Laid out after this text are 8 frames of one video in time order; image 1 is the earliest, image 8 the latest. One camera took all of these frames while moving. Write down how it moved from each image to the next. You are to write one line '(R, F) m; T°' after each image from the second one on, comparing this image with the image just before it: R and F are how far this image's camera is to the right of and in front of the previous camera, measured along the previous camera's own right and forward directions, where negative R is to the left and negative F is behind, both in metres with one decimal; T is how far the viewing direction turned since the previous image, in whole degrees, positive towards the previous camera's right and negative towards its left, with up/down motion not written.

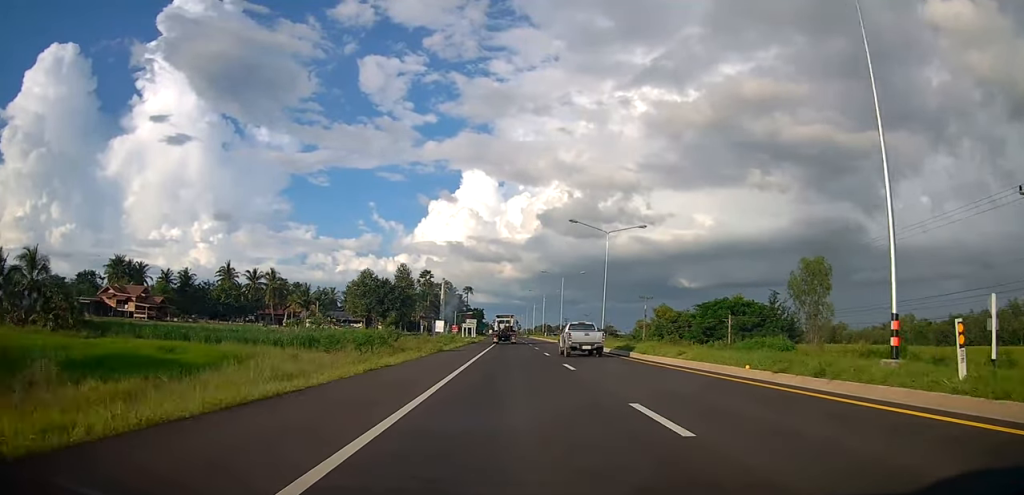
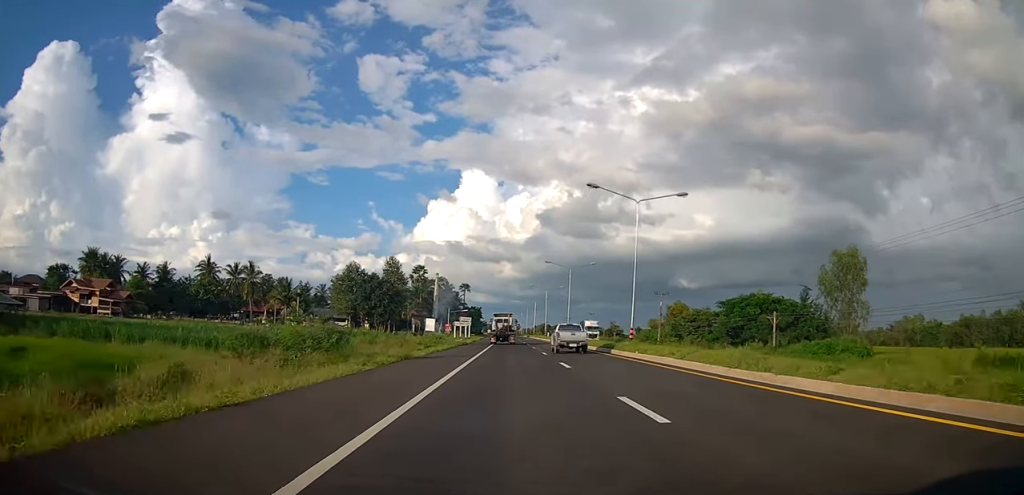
(0.0, +11.0) m; 0°
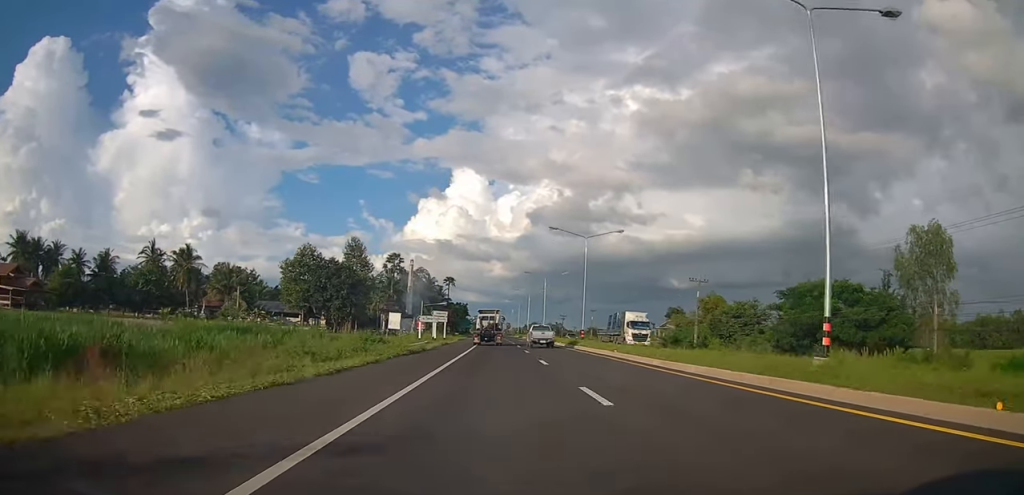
(0.0, +22.1) m; 0°
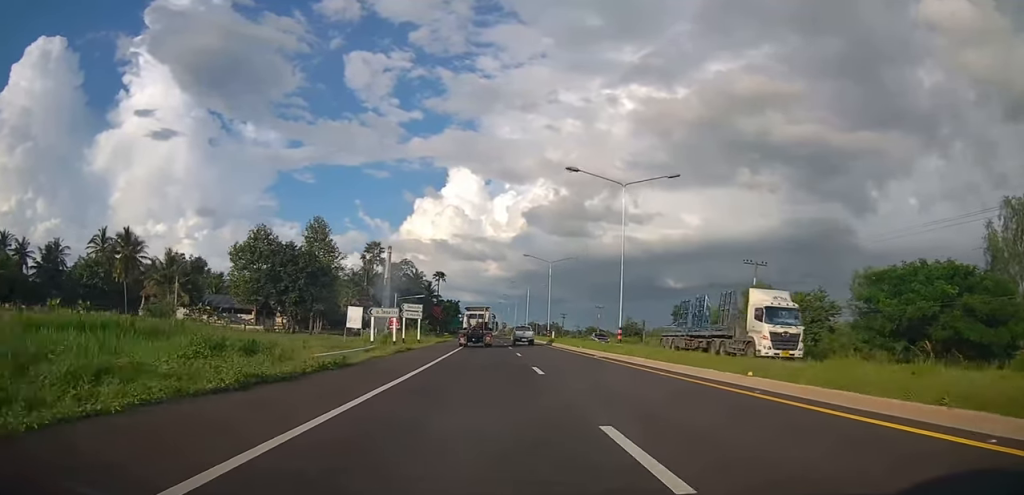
(0.0, +17.2) m; 0°
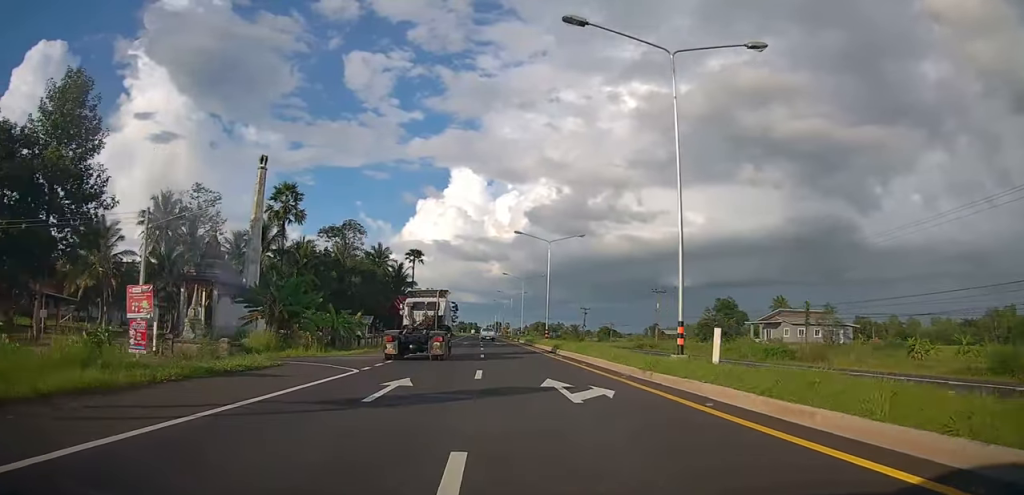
(+0.9, +49.9) m; +1°
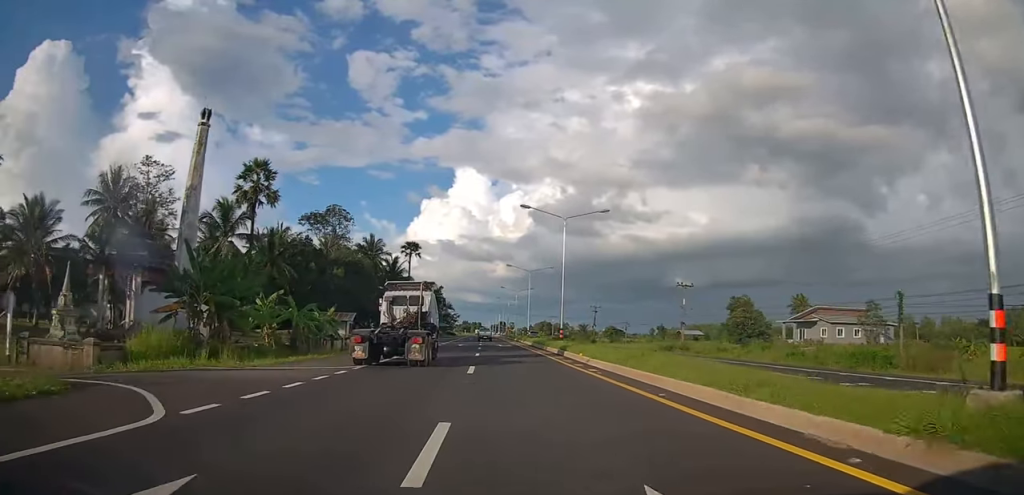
(+0.2, +10.2) m; 0°
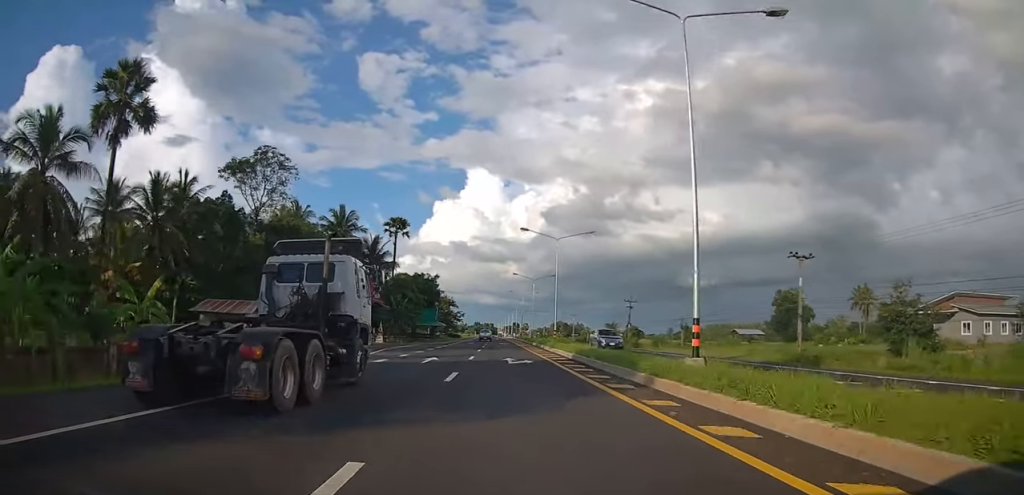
(-0.8, +26.5) m; -2°
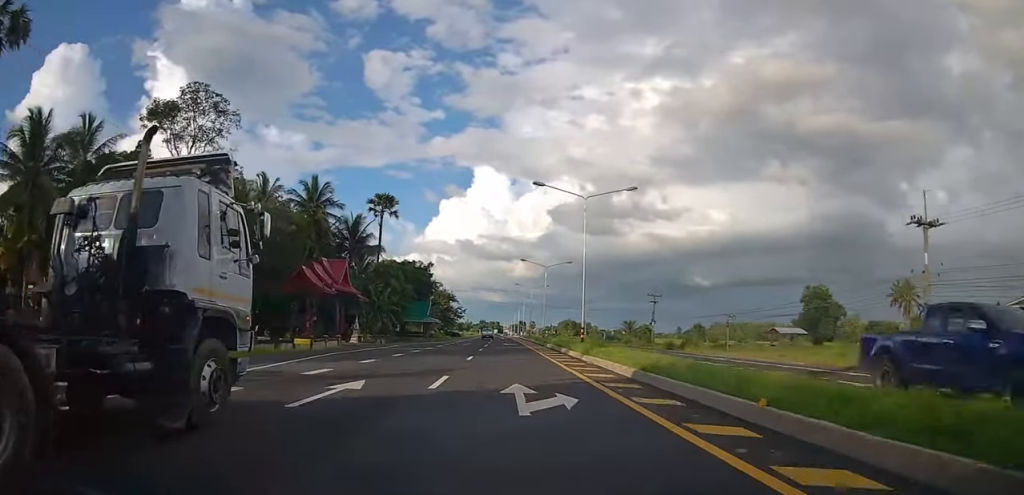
(0.0, +14.3) m; 0°
